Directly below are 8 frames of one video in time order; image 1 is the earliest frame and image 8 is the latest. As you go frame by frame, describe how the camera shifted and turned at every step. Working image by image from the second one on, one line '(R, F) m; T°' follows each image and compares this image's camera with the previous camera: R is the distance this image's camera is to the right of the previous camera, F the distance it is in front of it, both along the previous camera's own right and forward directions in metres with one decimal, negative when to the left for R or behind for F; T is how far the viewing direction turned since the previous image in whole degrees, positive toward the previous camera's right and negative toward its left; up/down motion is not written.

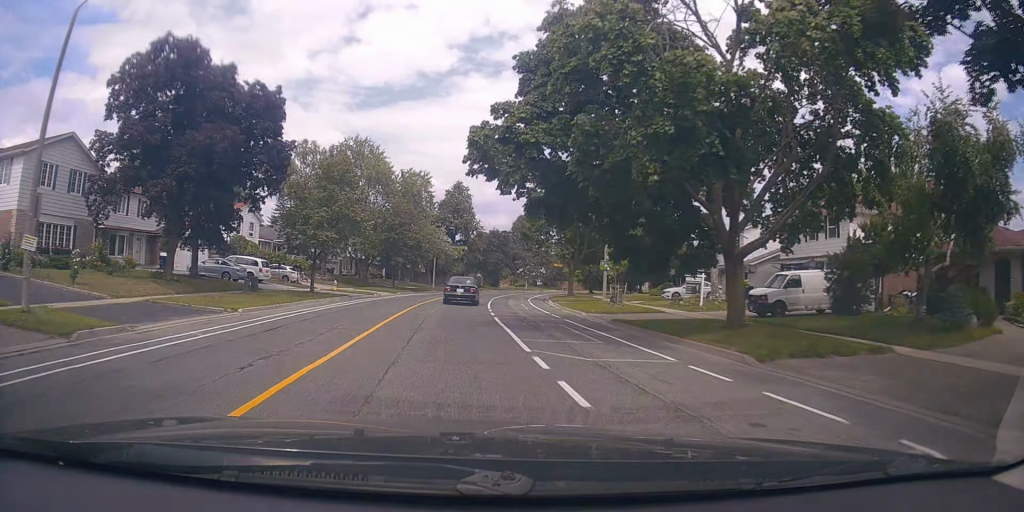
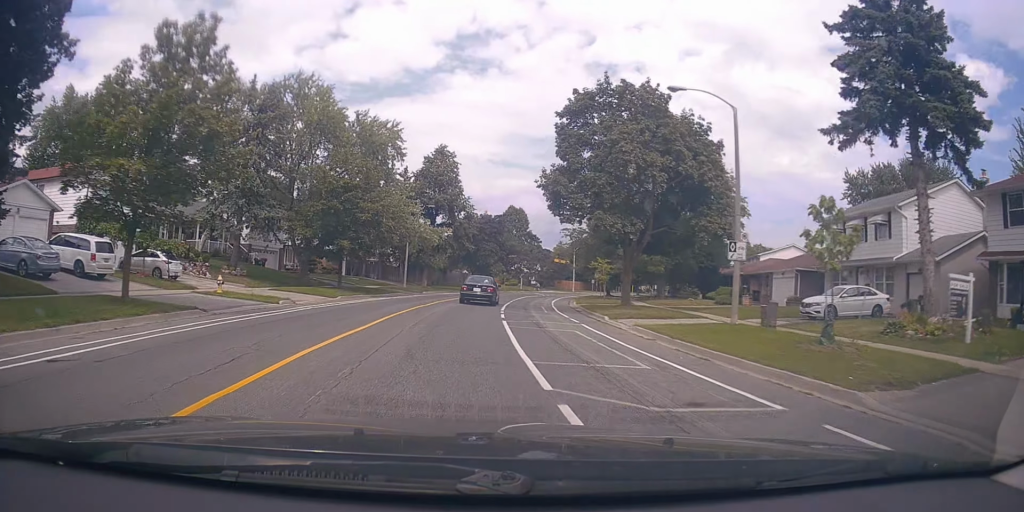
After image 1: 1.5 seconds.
(+0.2, +19.8) m; 0°
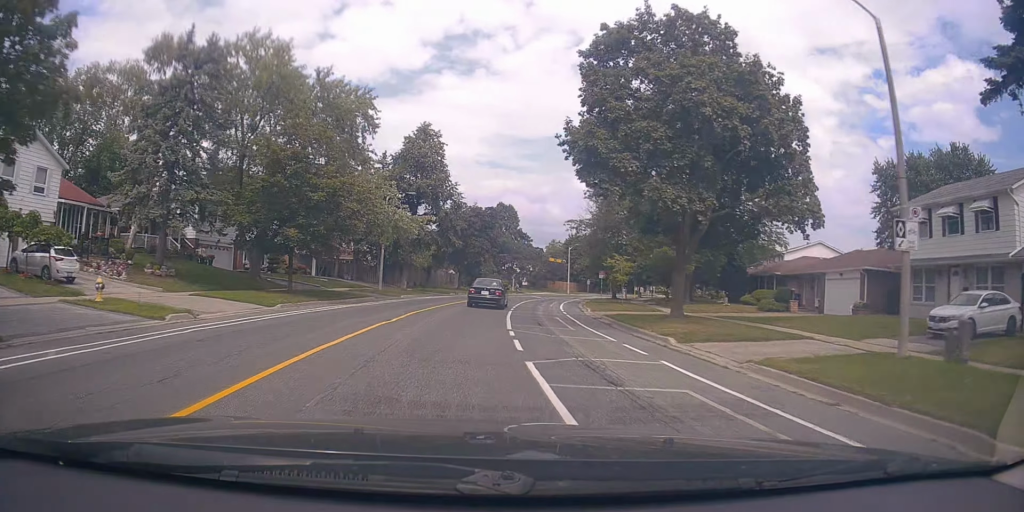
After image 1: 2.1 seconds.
(-0.3, +8.4) m; +1°
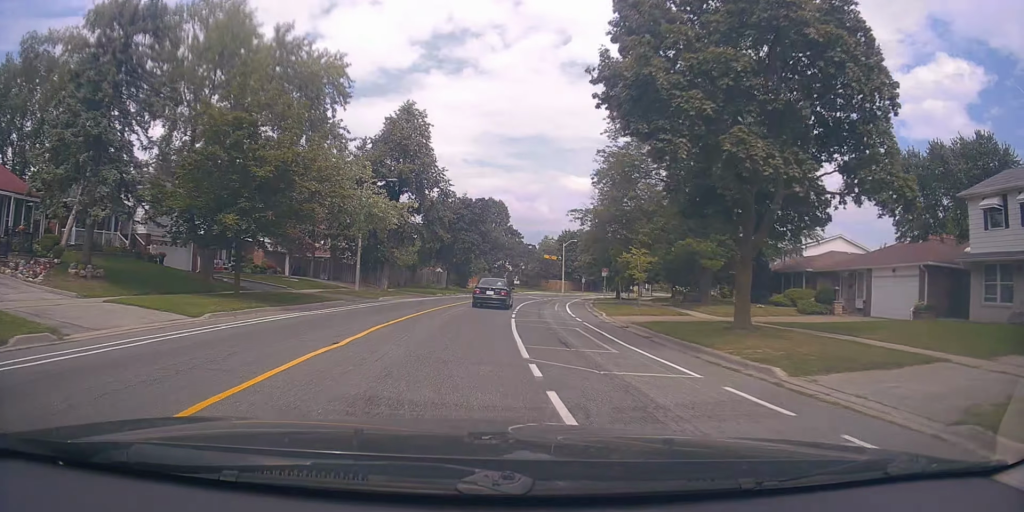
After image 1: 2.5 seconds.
(+0.1, +5.8) m; +1°
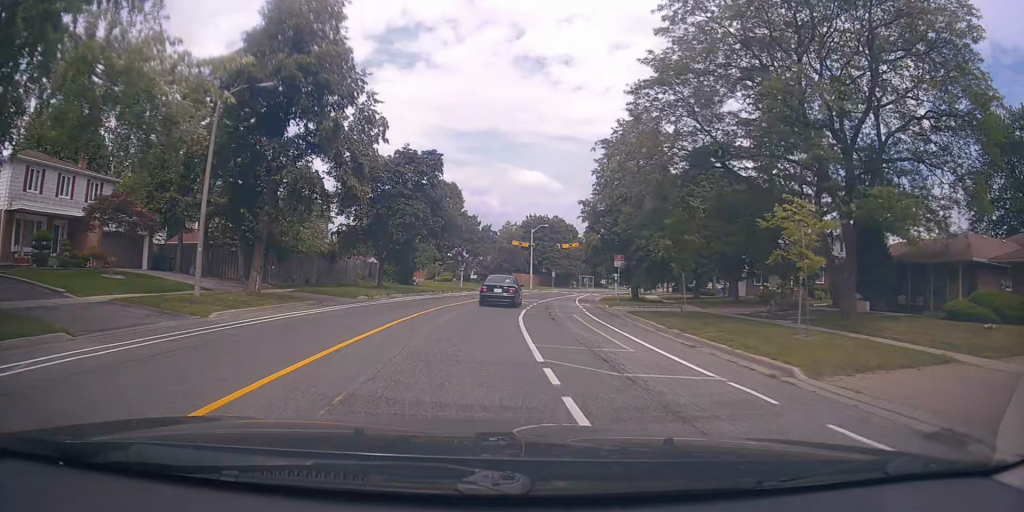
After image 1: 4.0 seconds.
(+1.1, +19.2) m; +5°
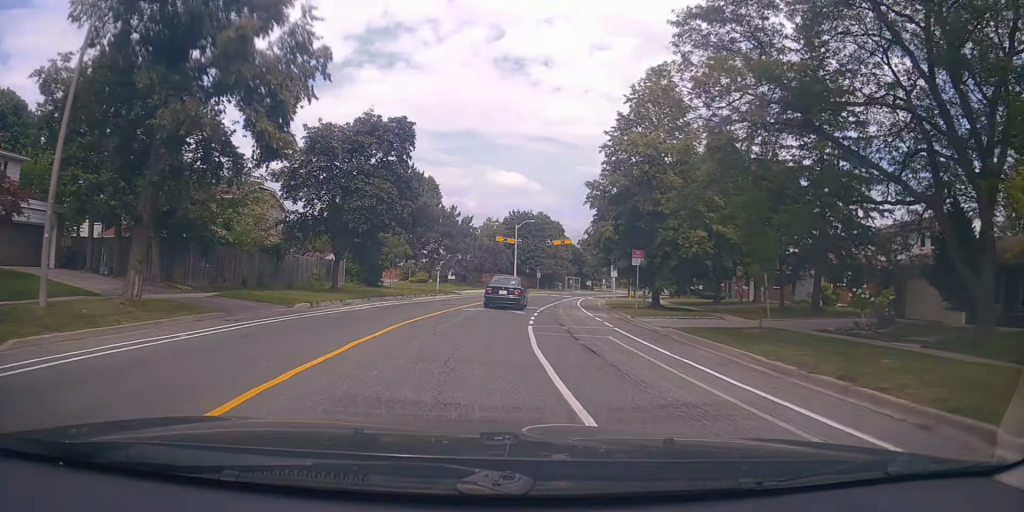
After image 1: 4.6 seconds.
(+0.1, +8.0) m; +2°
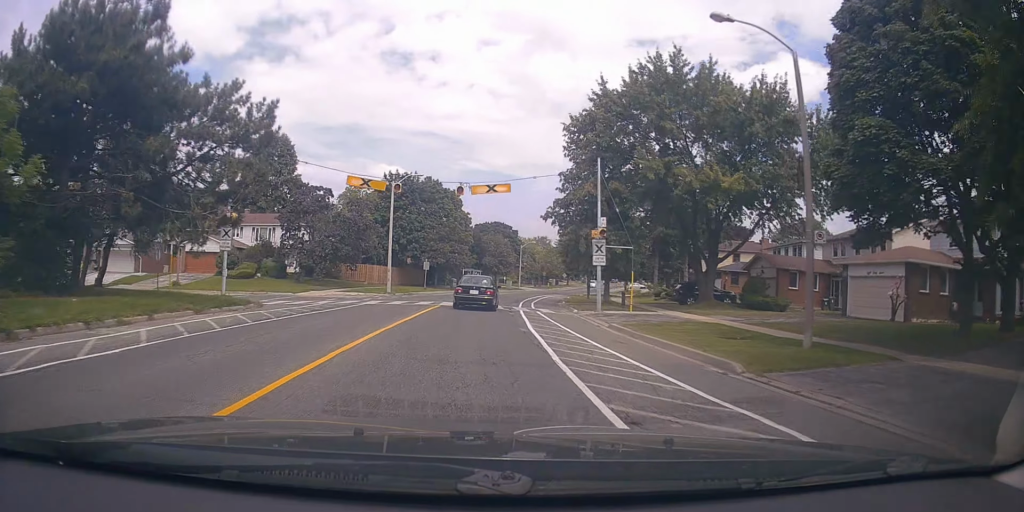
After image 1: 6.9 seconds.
(+2.5, +30.1) m; +12°
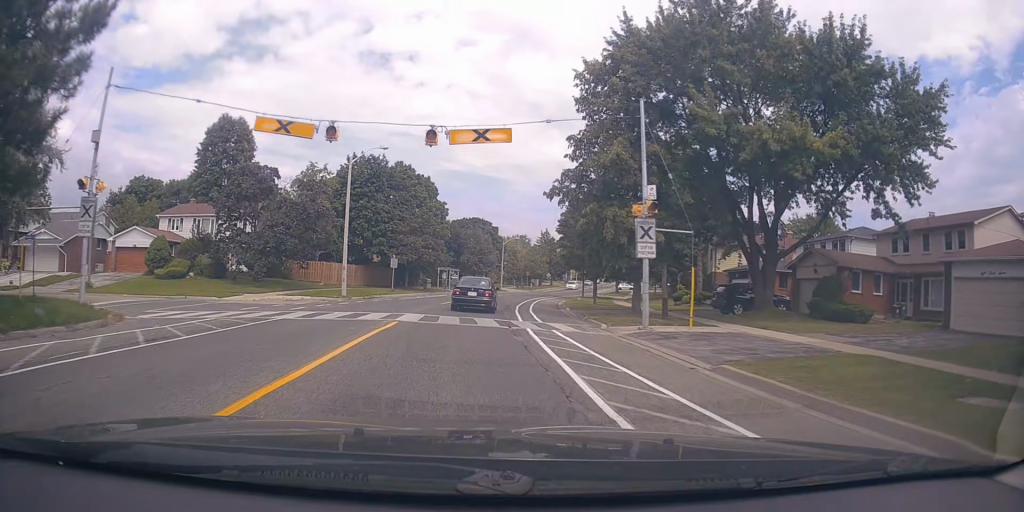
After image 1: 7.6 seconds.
(+0.4, +9.6) m; +4°
